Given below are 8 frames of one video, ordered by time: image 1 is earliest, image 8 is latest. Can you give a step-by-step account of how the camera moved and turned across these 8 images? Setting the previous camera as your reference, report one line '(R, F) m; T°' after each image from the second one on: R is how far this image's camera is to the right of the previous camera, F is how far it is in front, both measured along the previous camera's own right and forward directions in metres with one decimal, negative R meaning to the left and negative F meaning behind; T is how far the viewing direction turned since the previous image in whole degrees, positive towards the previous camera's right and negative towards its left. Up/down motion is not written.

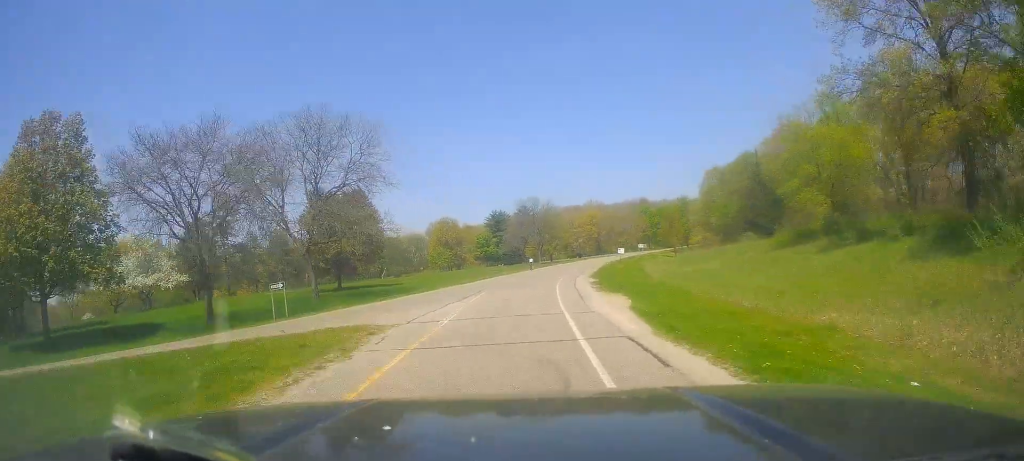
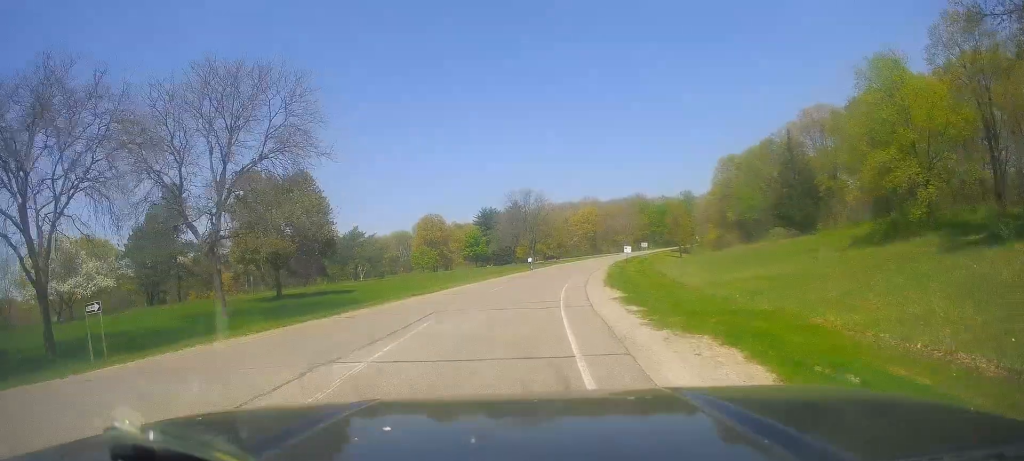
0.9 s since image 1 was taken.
(+0.1, +12.9) m; +1°
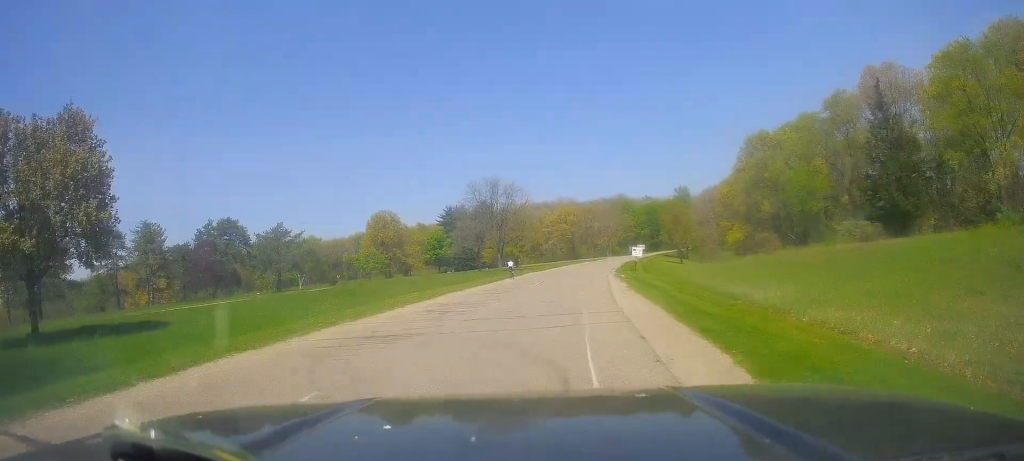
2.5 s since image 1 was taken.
(+0.6, +24.4) m; +4°
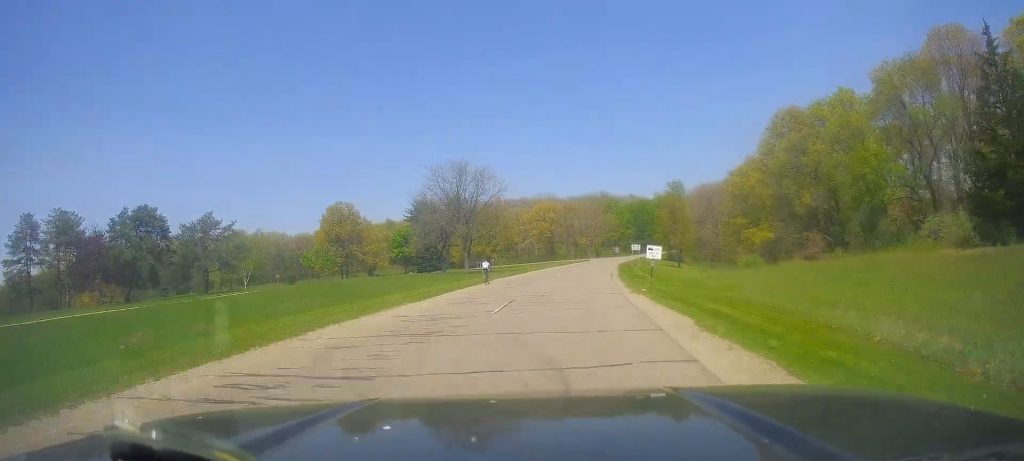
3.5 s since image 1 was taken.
(+0.7, +15.7) m; +3°
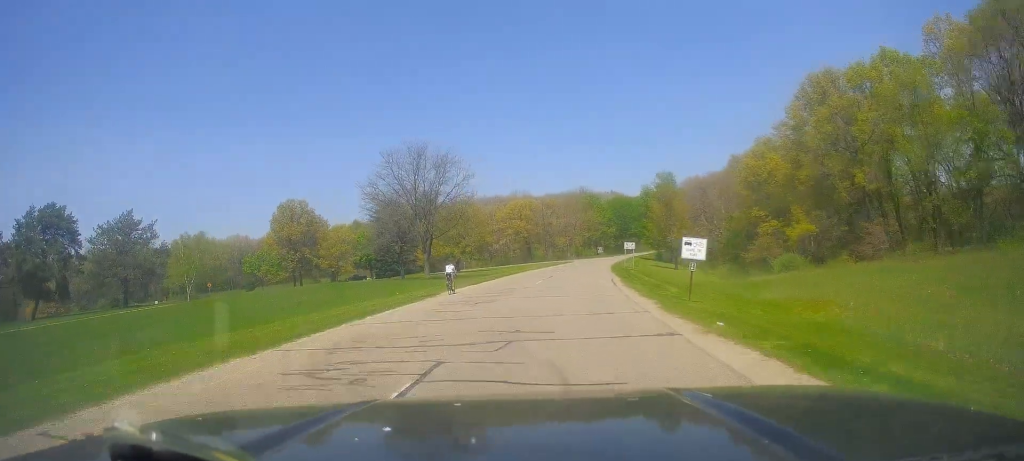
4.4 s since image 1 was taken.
(+0.2, +13.2) m; 0°
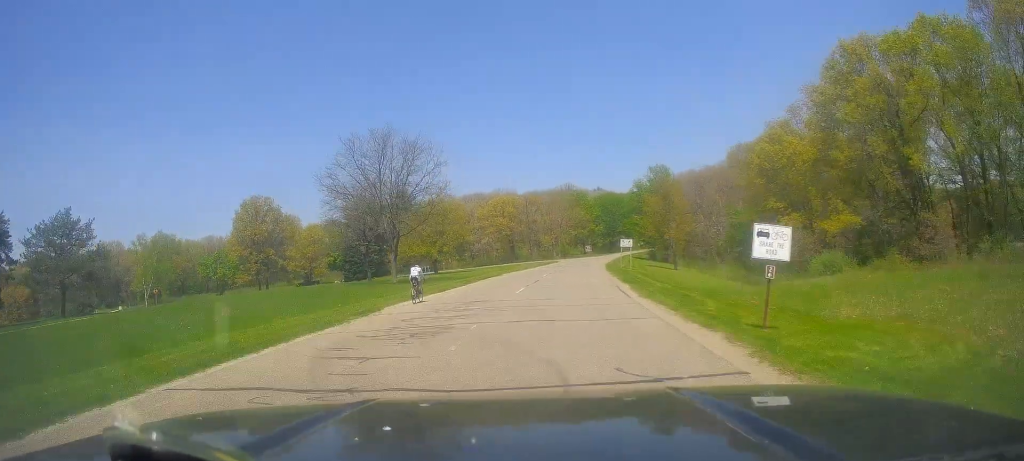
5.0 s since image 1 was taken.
(-0.4, +8.6) m; +2°
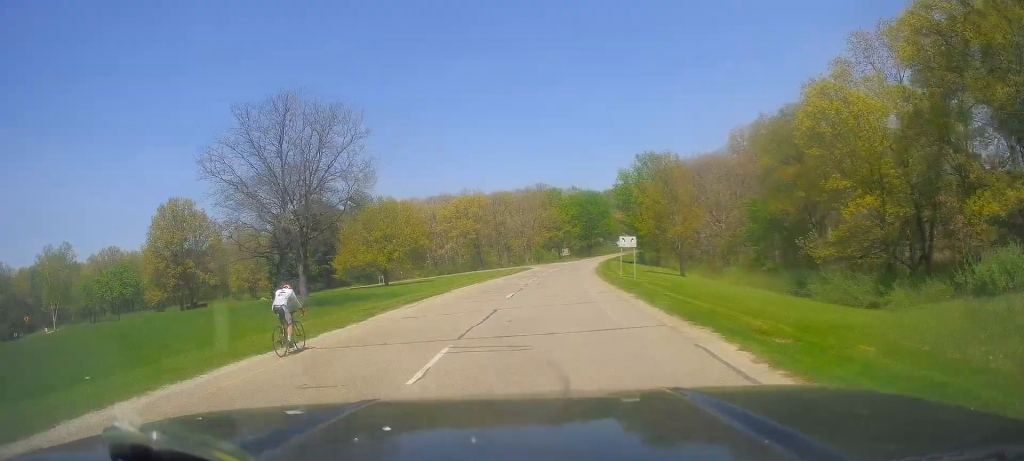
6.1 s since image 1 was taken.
(+1.1, +17.2) m; +3°
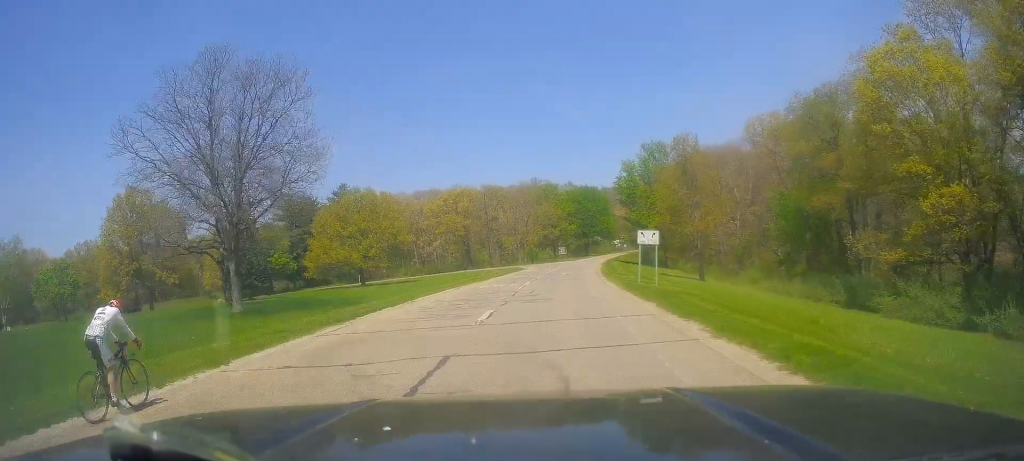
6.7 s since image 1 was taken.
(-0.2, +9.5) m; 0°
